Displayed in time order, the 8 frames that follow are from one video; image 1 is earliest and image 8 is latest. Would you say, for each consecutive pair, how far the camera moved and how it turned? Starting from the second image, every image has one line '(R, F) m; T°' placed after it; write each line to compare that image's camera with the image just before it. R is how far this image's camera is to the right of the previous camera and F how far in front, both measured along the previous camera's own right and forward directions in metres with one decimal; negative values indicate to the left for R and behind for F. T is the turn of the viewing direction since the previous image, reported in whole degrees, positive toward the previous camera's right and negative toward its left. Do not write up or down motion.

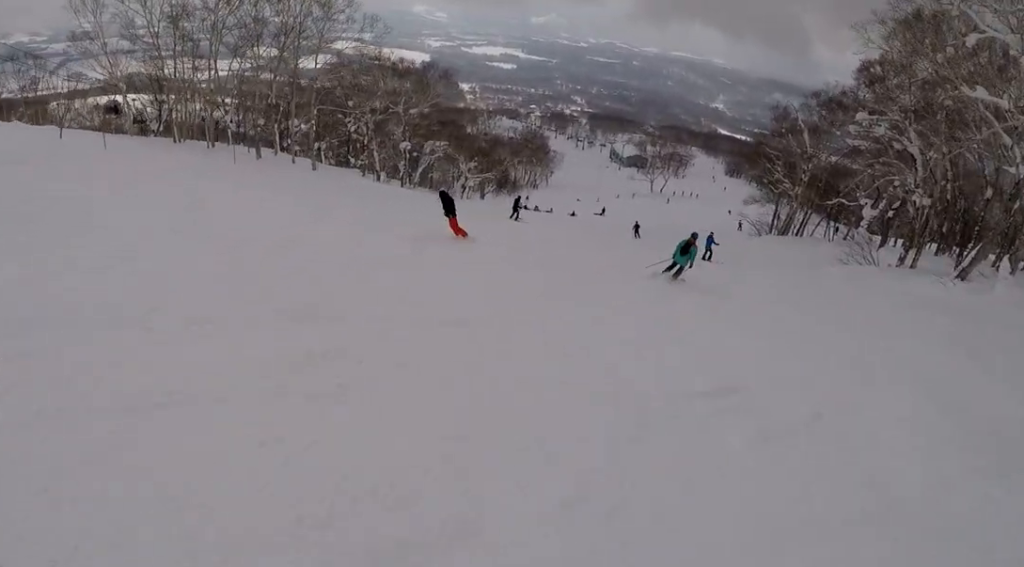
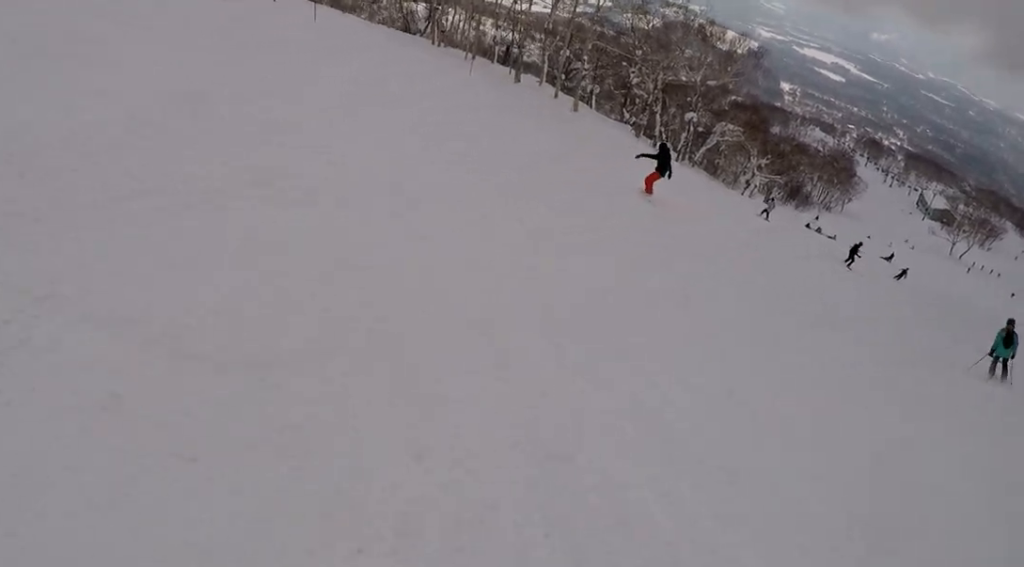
(-1.4, +3.6) m; -36°
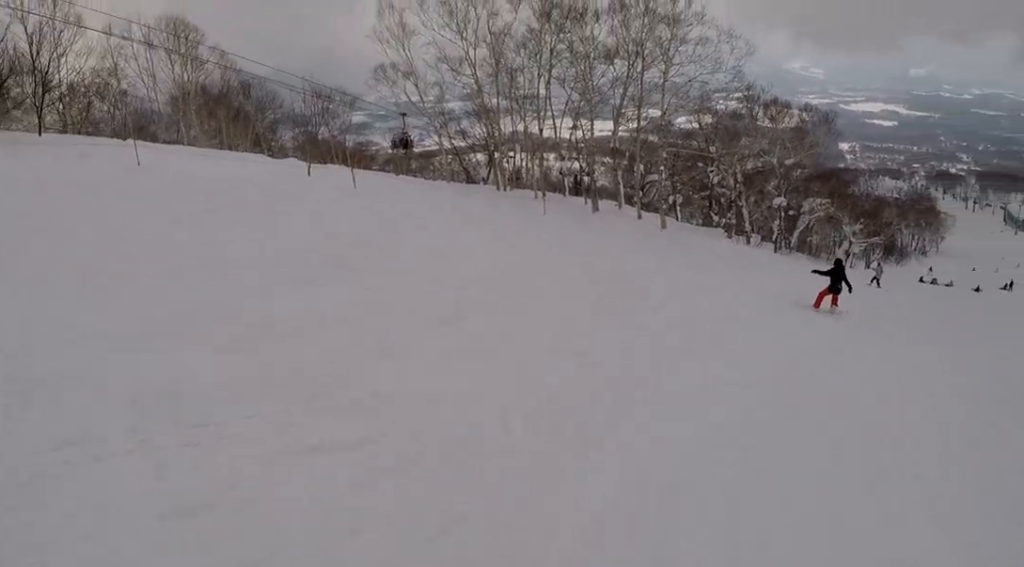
(-0.9, +4.3) m; -3°
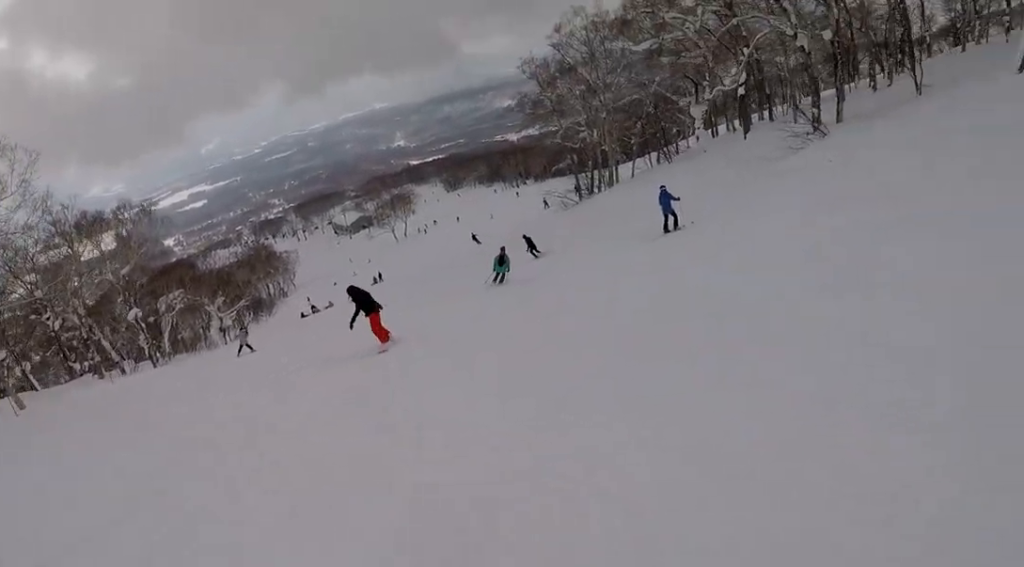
(+1.4, +5.5) m; +26°
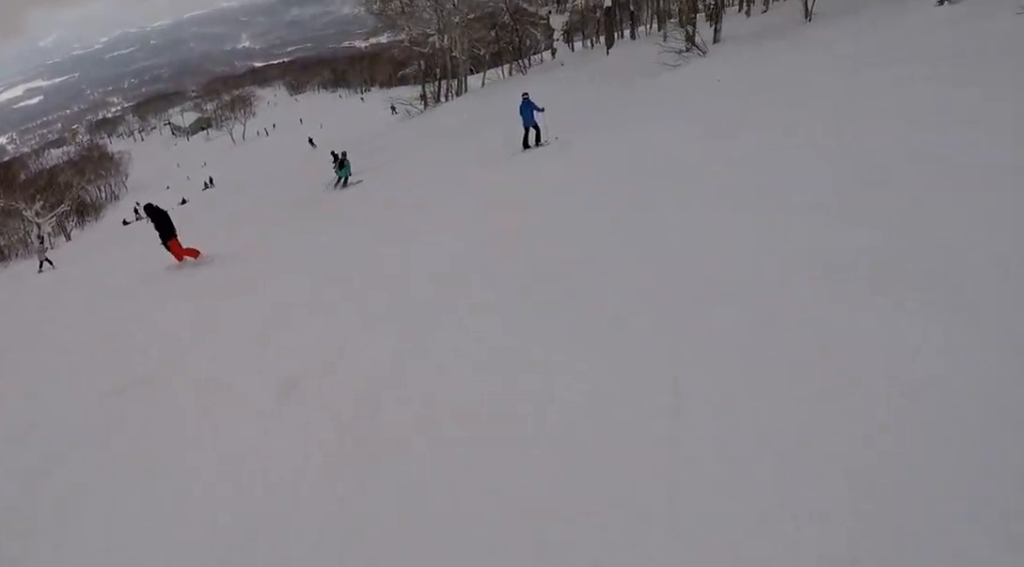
(+0.3, +3.2) m; +11°
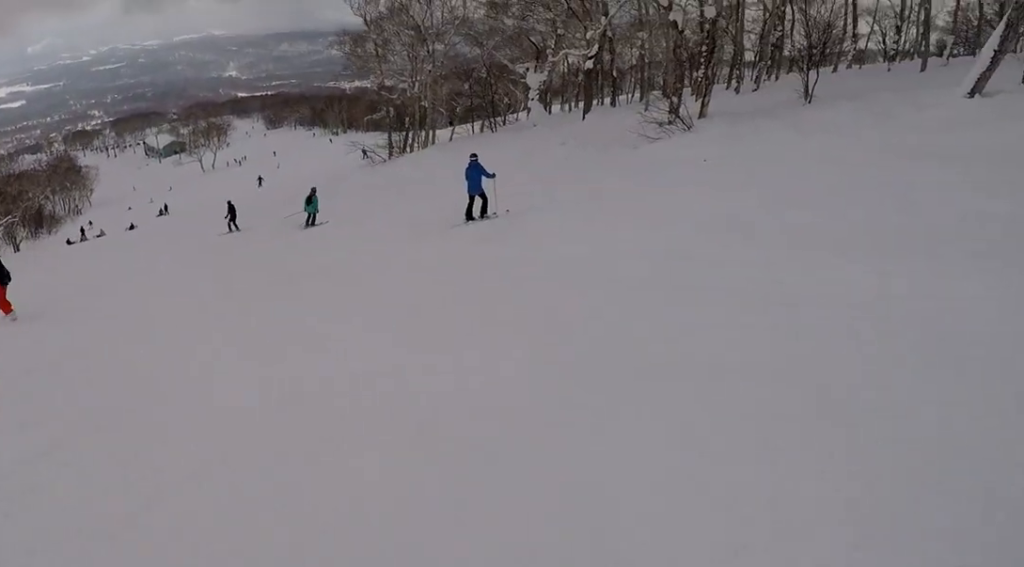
(-0.2, +3.3) m; +9°
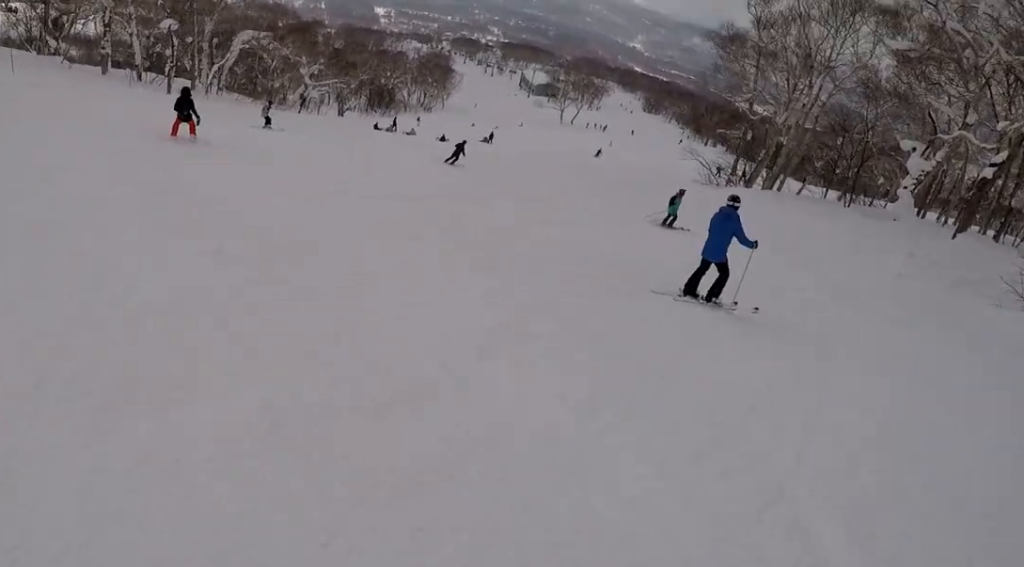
(+0.9, +5.7) m; -8°
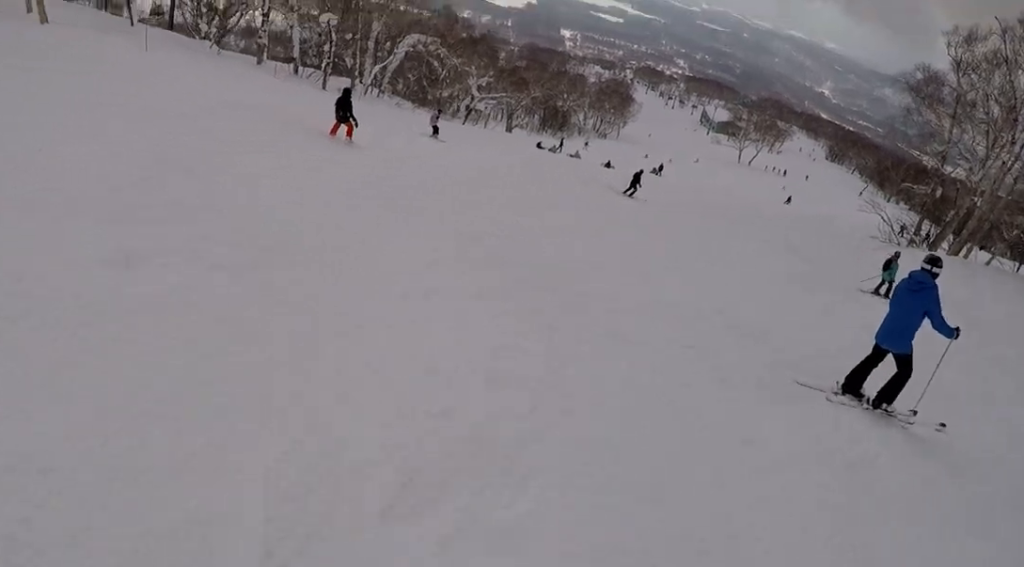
(-0.4, +2.4) m; -15°
